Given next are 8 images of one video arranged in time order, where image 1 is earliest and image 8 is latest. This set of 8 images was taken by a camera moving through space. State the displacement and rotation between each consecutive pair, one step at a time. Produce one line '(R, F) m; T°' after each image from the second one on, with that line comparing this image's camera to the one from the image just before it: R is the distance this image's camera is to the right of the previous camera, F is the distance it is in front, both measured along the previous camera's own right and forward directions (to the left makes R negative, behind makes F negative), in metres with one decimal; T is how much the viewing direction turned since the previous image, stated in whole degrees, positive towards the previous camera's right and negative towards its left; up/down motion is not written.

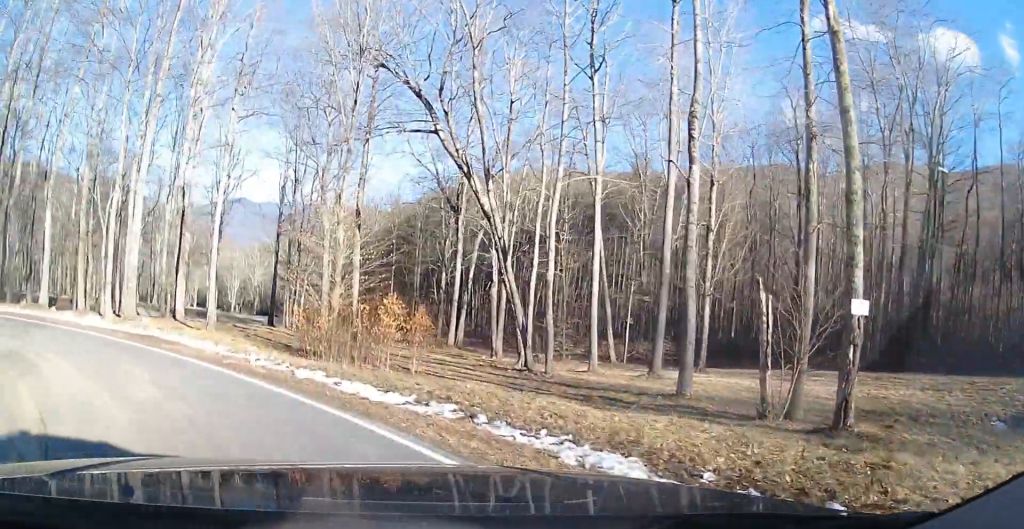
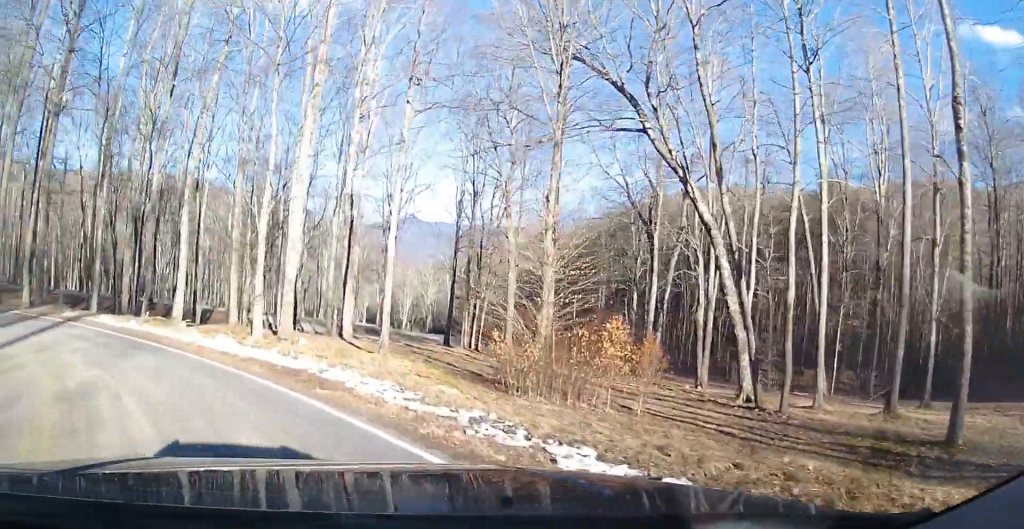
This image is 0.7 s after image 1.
(-0.7, +3.4) m; -21°
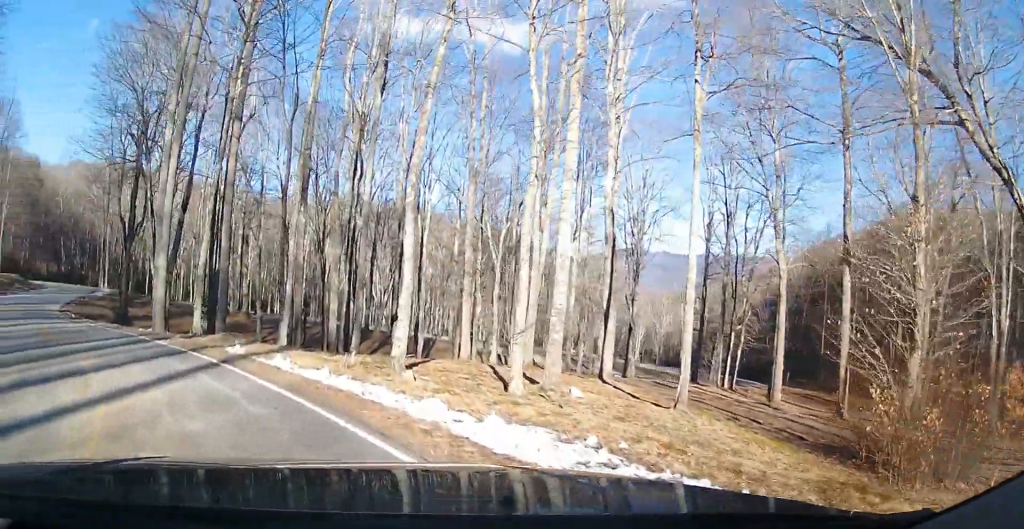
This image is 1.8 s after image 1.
(-1.5, +5.0) m; -32°
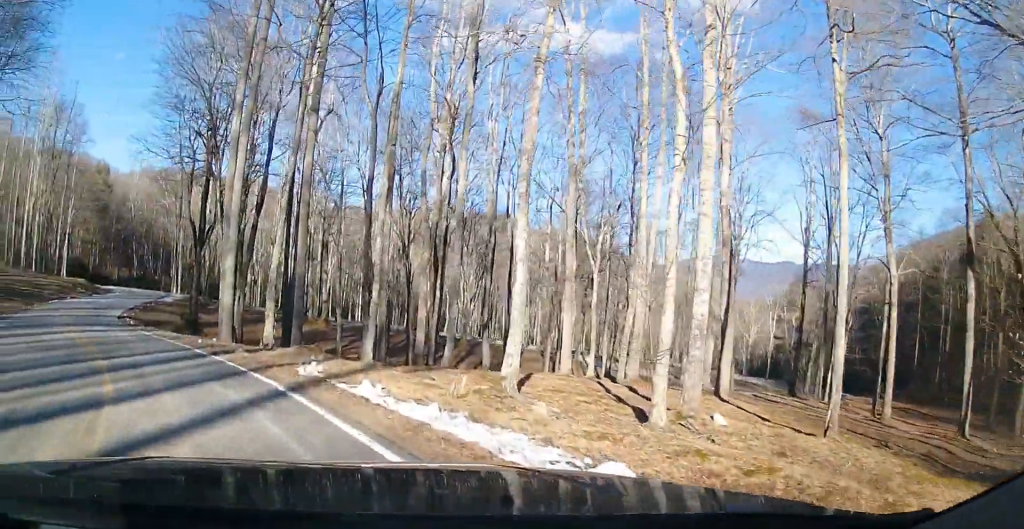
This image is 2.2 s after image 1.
(+0.1, +2.4) m; -13°
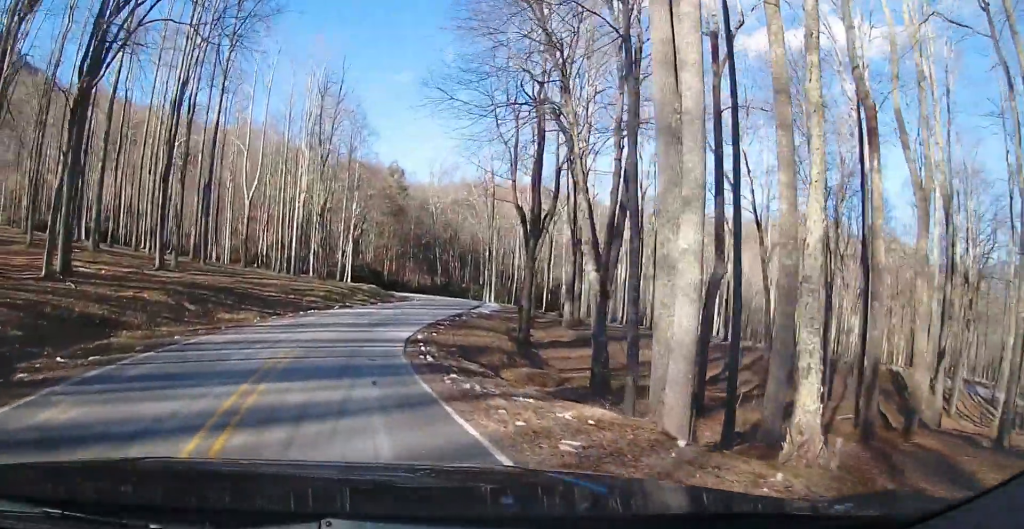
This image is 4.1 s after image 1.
(-3.2, +11.3) m; -17°
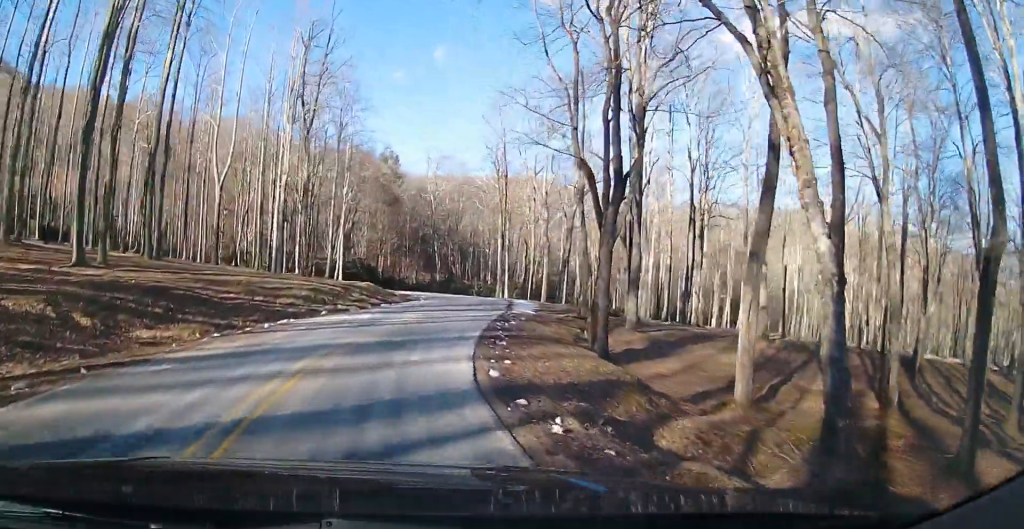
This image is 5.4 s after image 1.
(0.0, +9.1) m; 0°
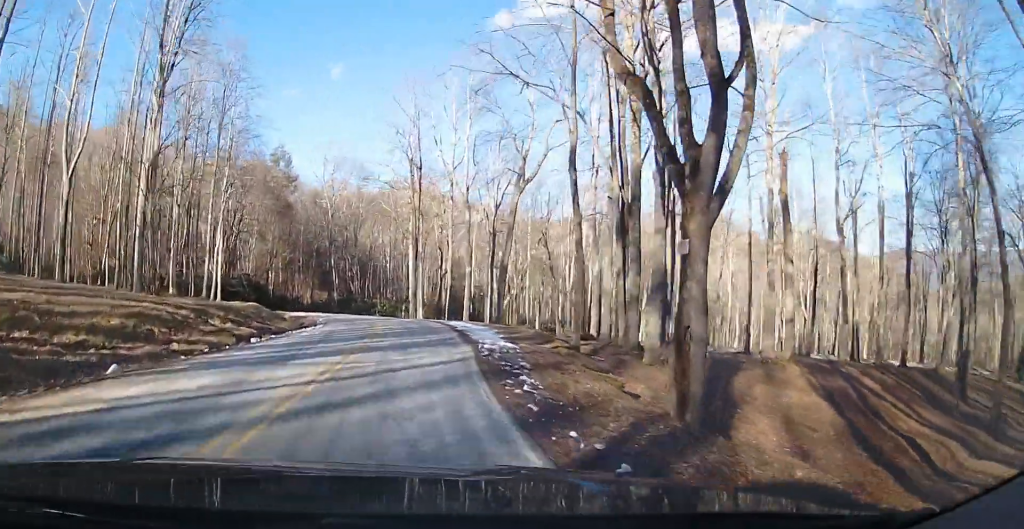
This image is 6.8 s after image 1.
(-0.4, +10.8) m; -4°
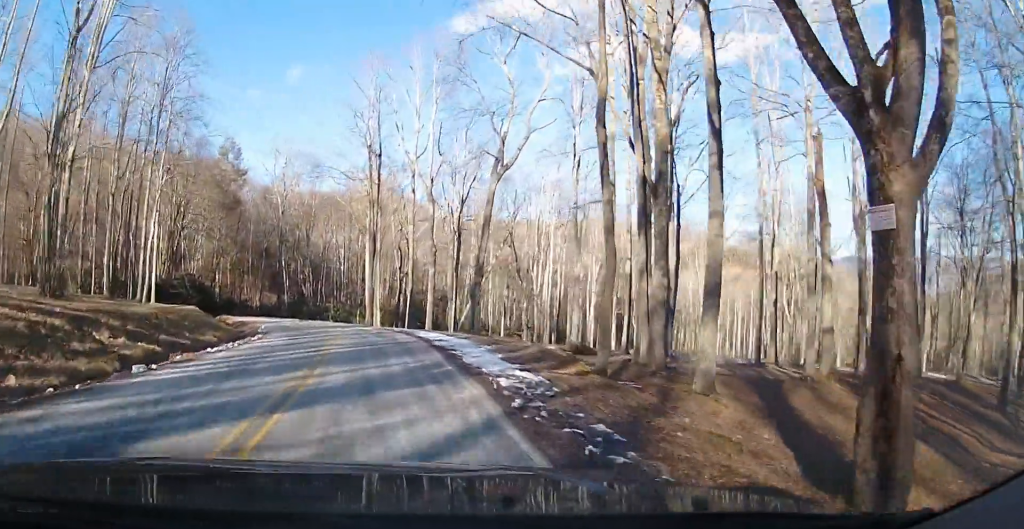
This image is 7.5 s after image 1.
(-0.2, +5.7) m; 0°
